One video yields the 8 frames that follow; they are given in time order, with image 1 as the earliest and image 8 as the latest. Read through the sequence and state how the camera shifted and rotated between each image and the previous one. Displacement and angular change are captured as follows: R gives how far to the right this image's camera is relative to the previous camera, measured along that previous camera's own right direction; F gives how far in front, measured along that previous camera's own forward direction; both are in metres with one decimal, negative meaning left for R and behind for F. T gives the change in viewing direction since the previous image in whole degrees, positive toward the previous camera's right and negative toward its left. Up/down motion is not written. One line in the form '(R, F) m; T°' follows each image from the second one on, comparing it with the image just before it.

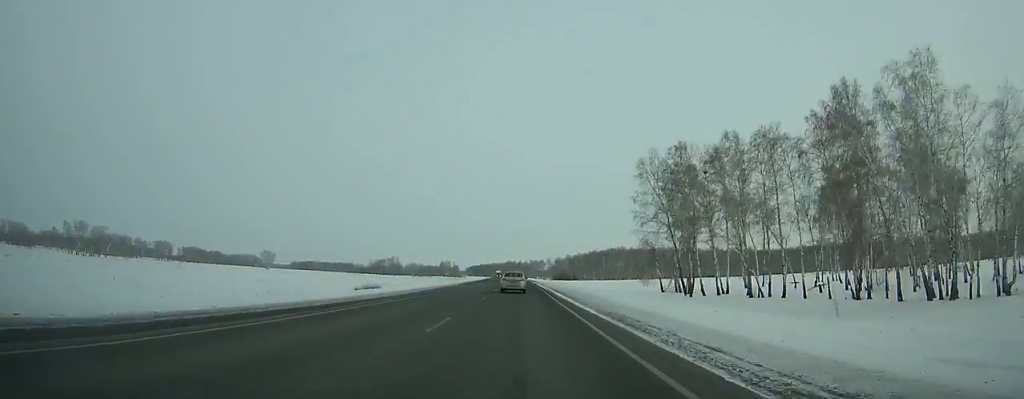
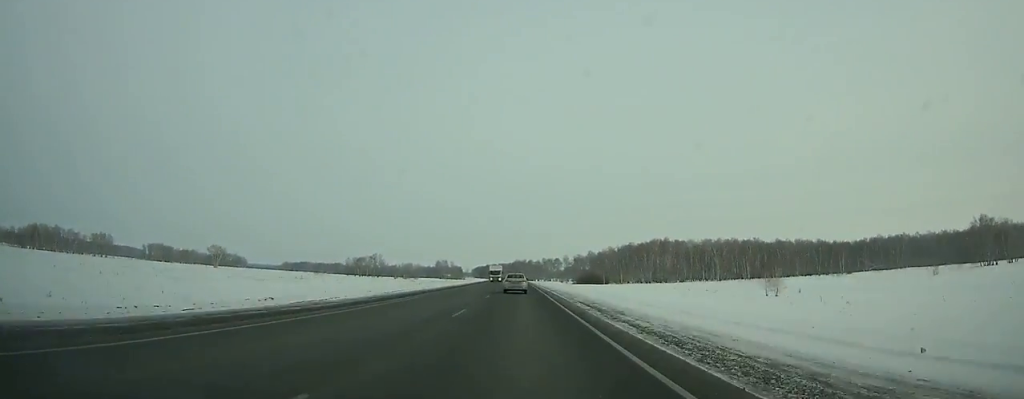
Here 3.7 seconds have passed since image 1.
(-1.6, +106.9) m; -2°
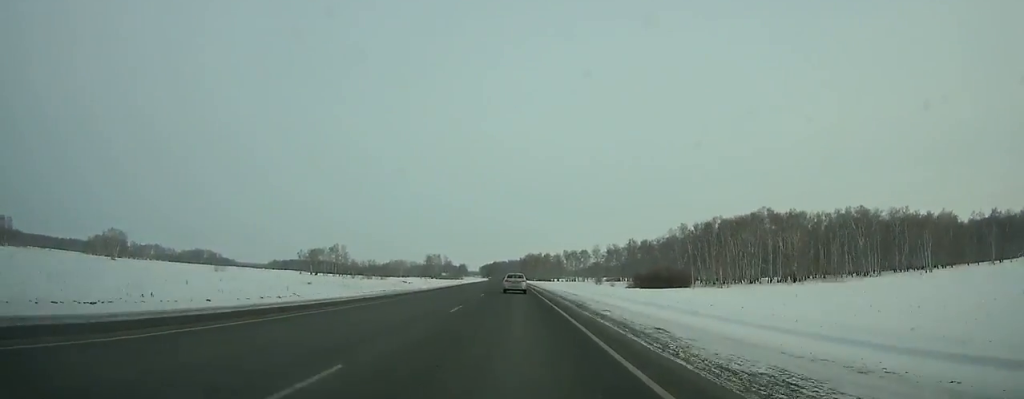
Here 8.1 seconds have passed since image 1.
(-1.5, +127.6) m; -2°
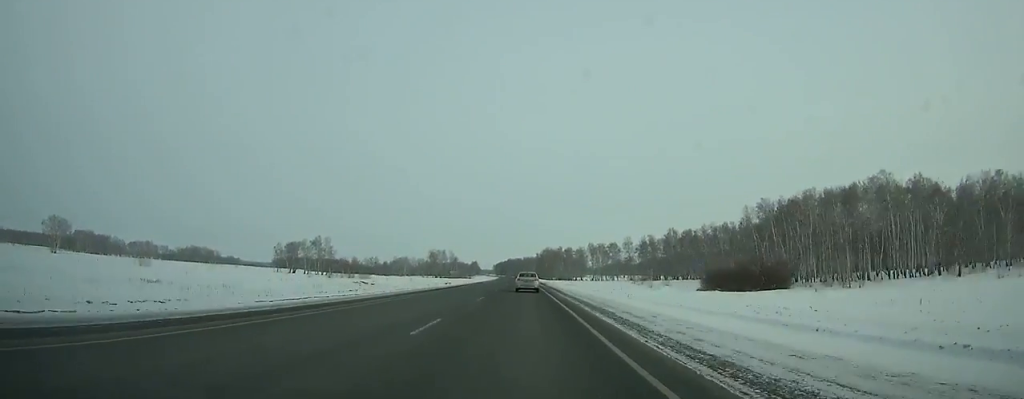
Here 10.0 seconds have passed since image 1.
(-0.6, +54.9) m; -1°
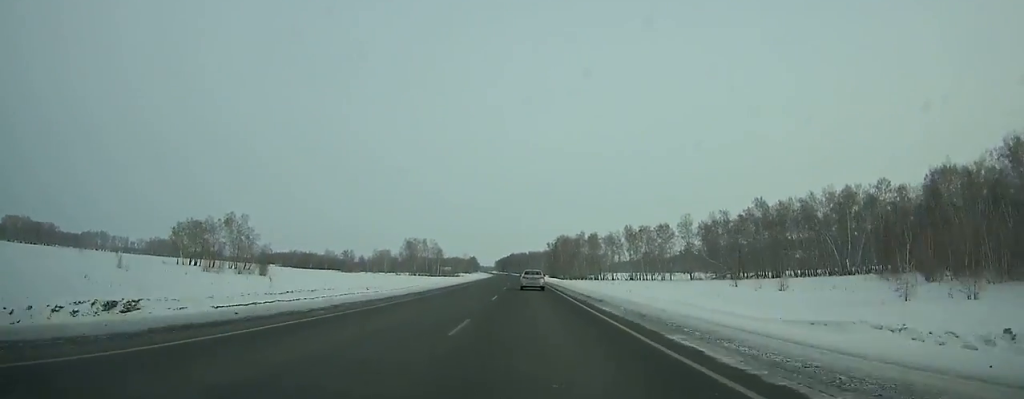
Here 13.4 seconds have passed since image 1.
(-0.7, +97.8) m; -1°
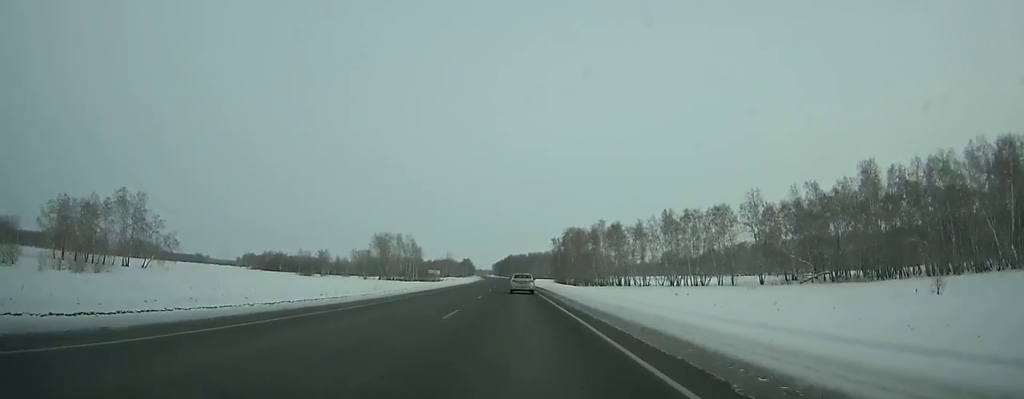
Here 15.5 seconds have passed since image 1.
(-0.2, +59.7) m; 0°
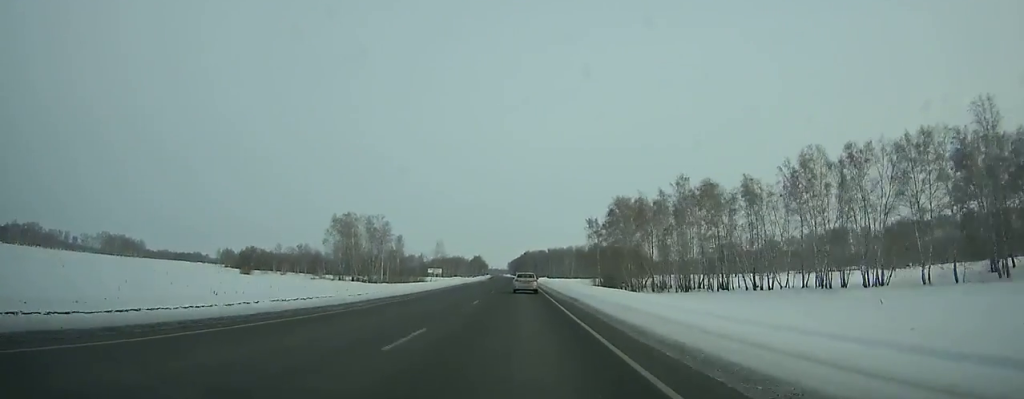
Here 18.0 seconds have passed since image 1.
(-0.4, +70.6) m; -1°
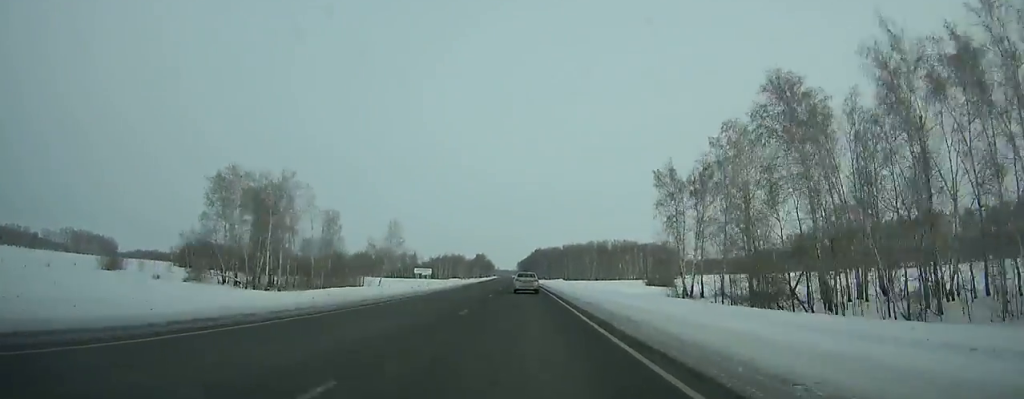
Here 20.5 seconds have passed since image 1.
(-0.3, +69.6) m; -1°
